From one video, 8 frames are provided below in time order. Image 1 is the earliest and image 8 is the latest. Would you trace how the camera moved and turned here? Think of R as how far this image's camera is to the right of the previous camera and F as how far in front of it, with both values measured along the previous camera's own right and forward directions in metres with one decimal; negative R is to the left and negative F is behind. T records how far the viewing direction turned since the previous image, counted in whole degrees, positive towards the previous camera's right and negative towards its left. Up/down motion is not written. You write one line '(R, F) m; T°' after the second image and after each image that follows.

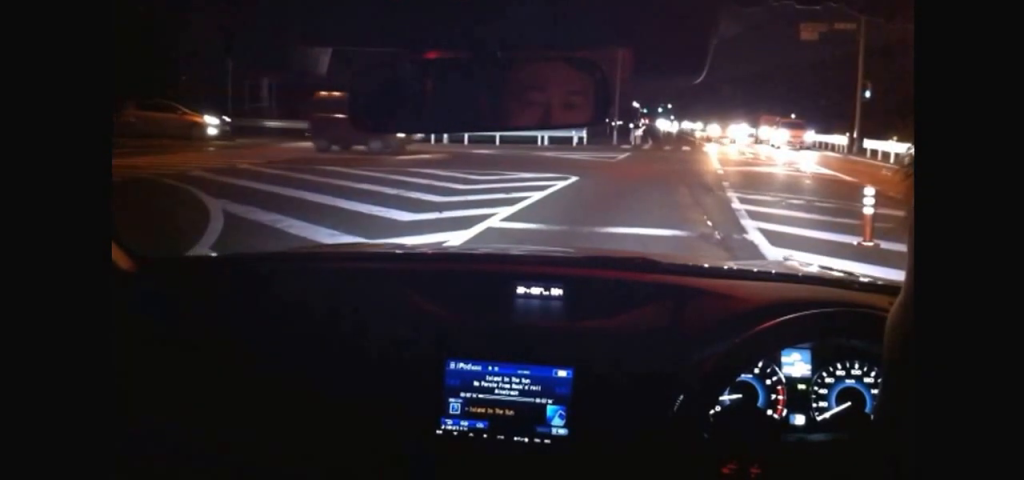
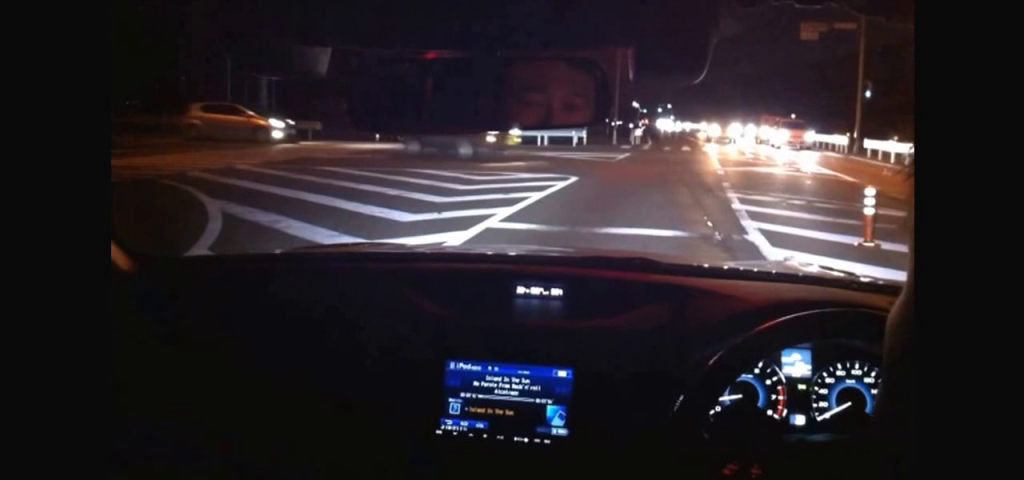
(0.0, 0.0) m; 0°
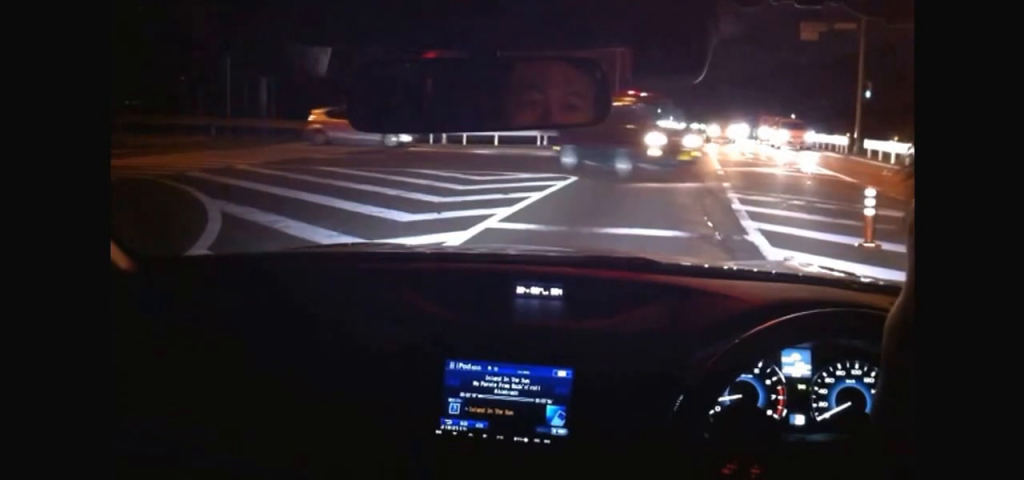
(0.0, 0.0) m; 0°
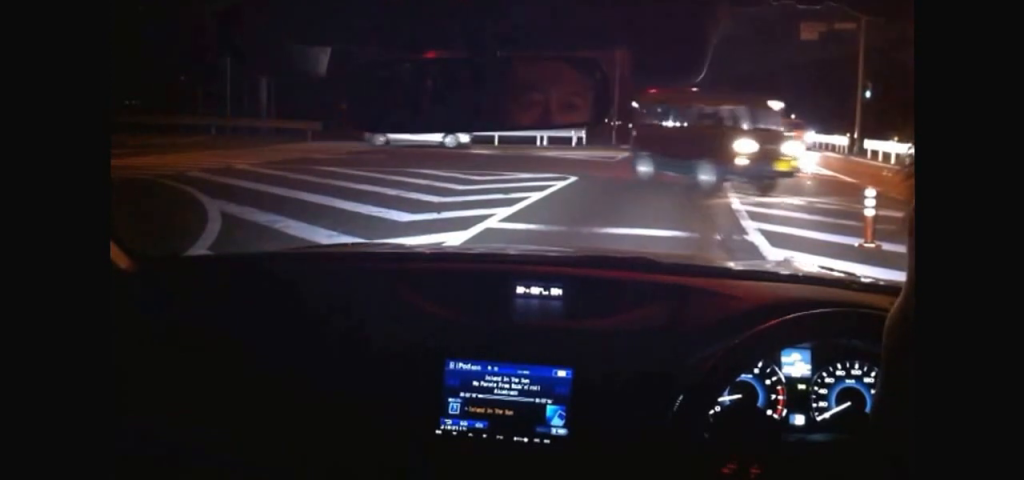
(0.0, 0.0) m; 0°
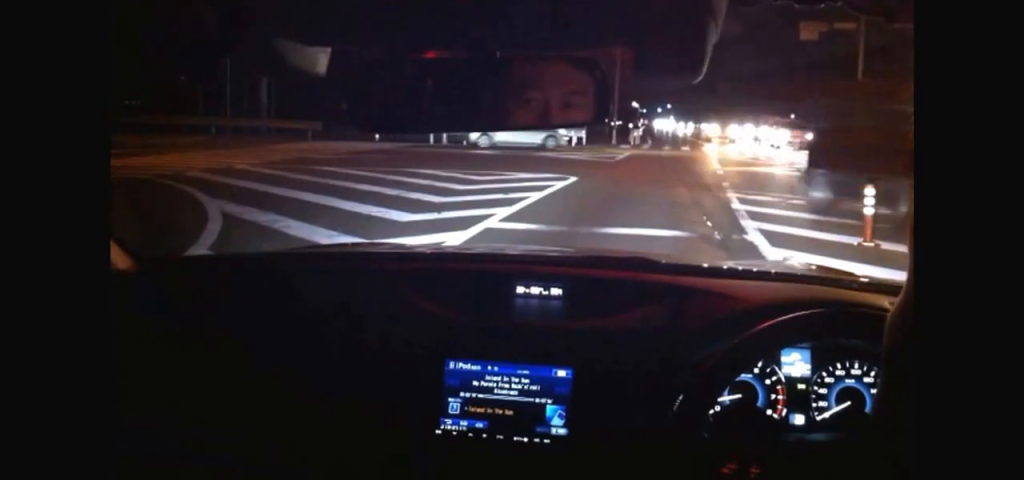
(0.0, 0.0) m; 0°
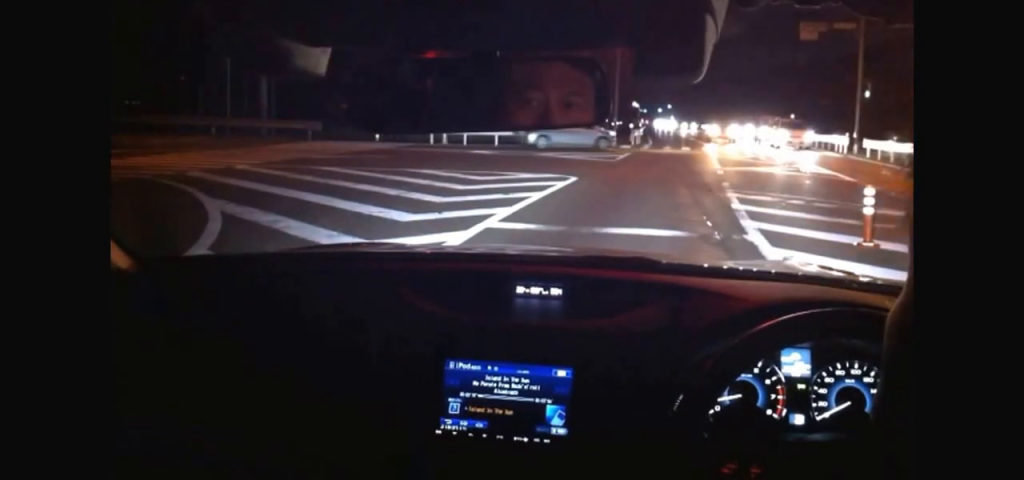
(0.0, 0.0) m; 0°
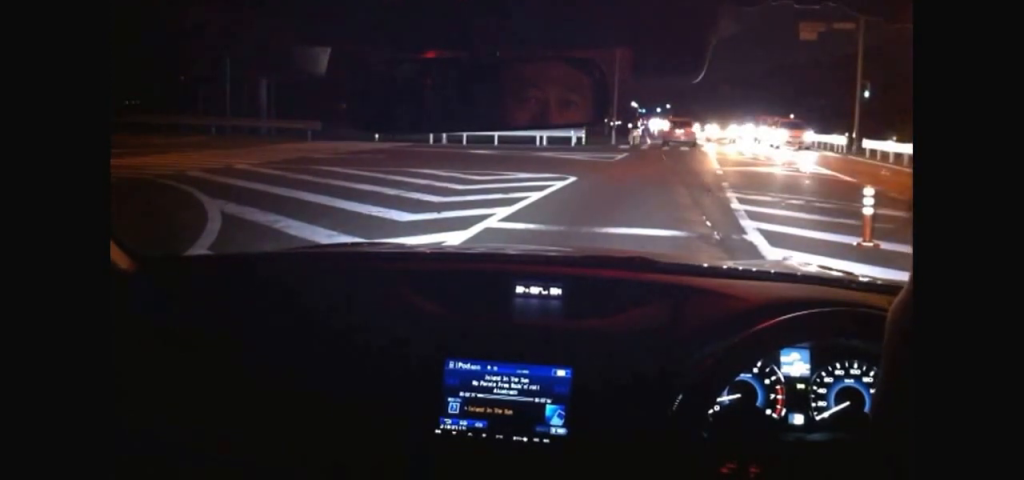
(+0.2, +0.3) m; 0°
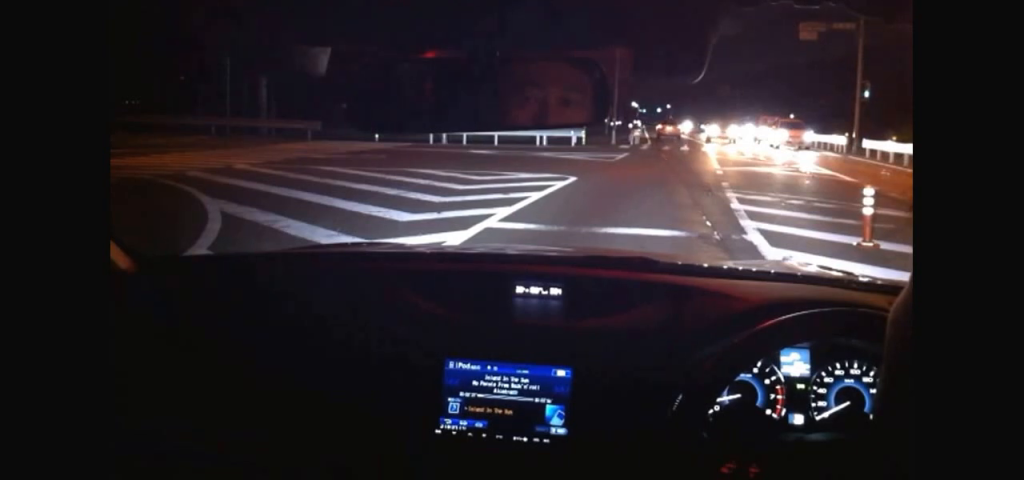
(+0.2, +0.2) m; 0°
